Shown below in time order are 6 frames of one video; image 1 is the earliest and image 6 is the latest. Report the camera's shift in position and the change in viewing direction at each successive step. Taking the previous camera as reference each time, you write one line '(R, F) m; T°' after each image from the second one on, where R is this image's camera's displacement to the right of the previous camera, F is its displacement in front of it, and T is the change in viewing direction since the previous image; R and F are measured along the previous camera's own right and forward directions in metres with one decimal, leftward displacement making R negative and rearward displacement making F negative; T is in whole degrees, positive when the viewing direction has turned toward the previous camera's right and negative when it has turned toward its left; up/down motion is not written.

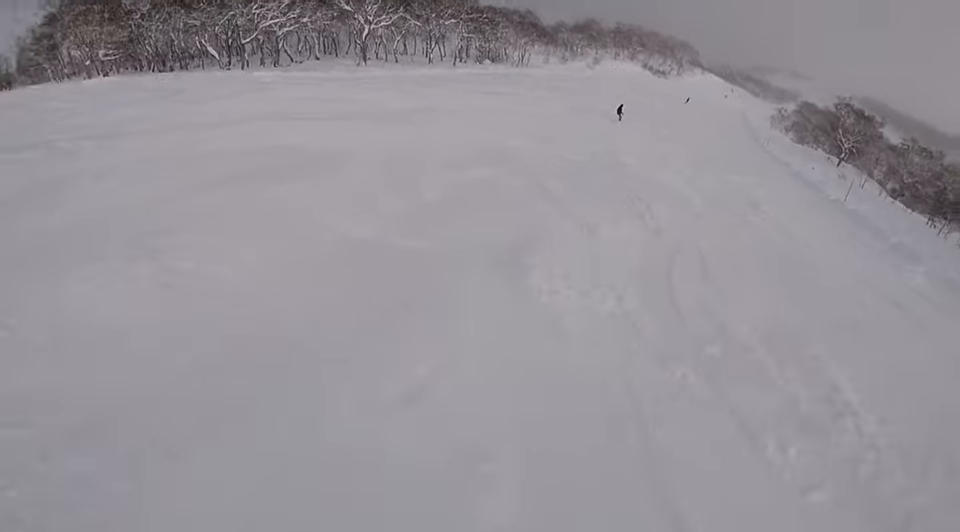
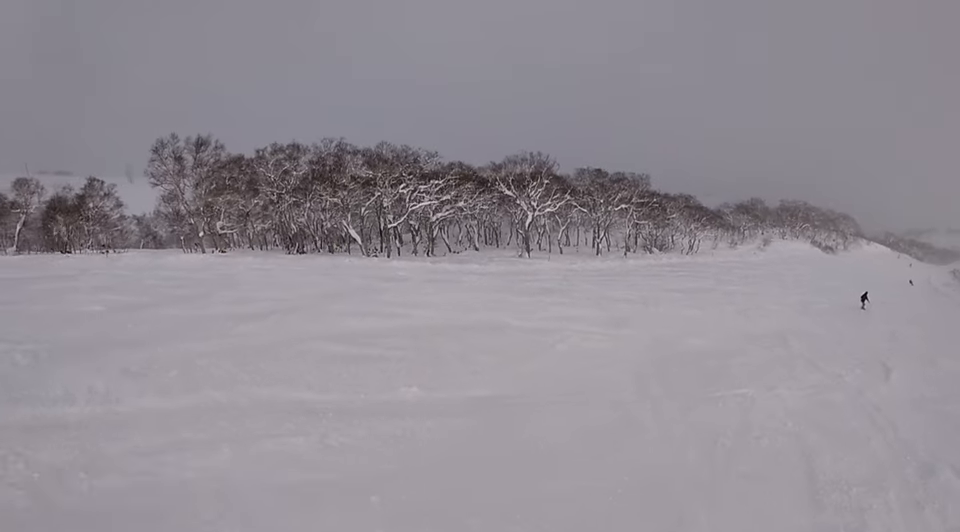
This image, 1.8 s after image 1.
(-4.9, +11.7) m; -22°
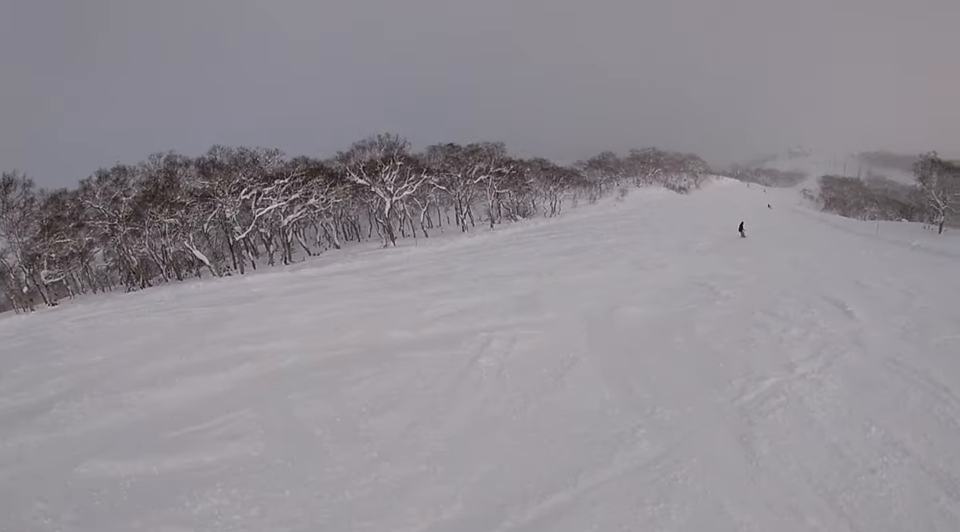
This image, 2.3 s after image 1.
(-0.4, +3.2) m; +6°
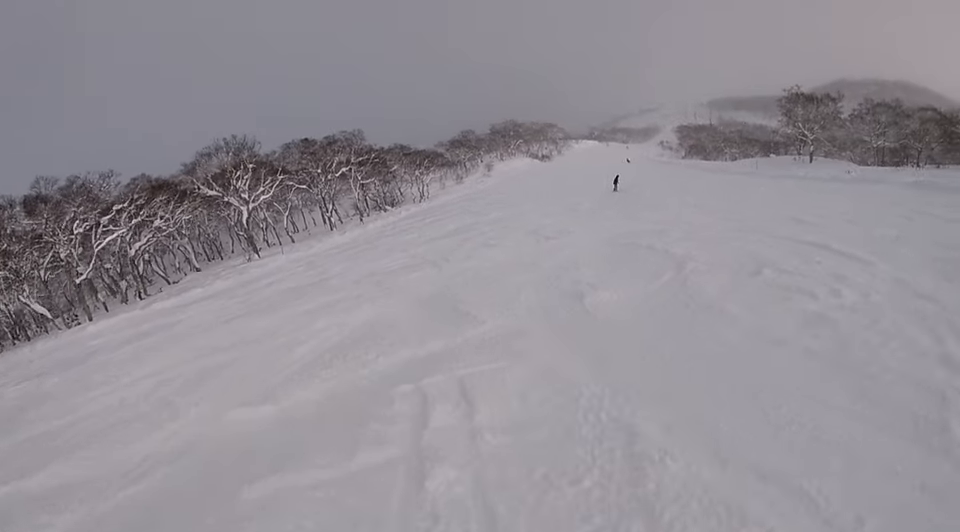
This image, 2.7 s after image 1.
(+0.5, +3.5) m; +15°
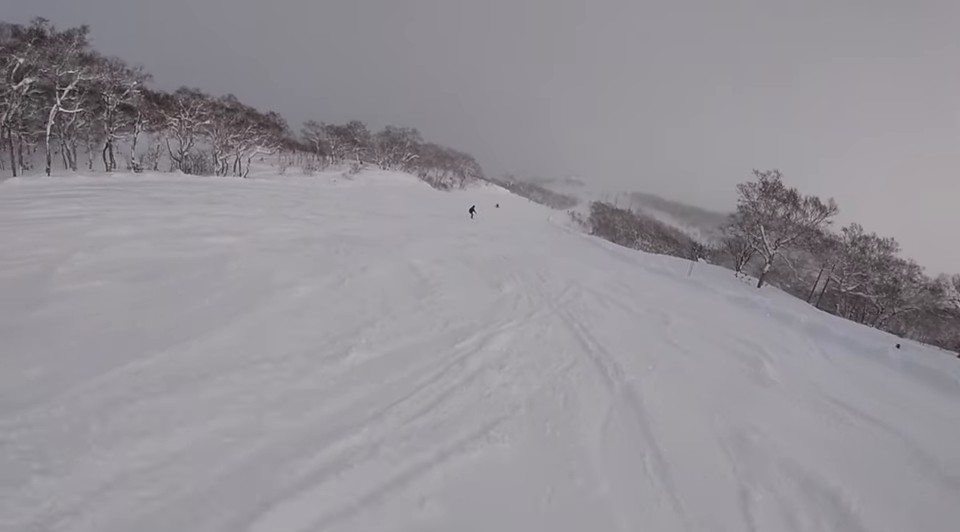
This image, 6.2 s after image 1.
(+15.0, +22.4) m; +19°
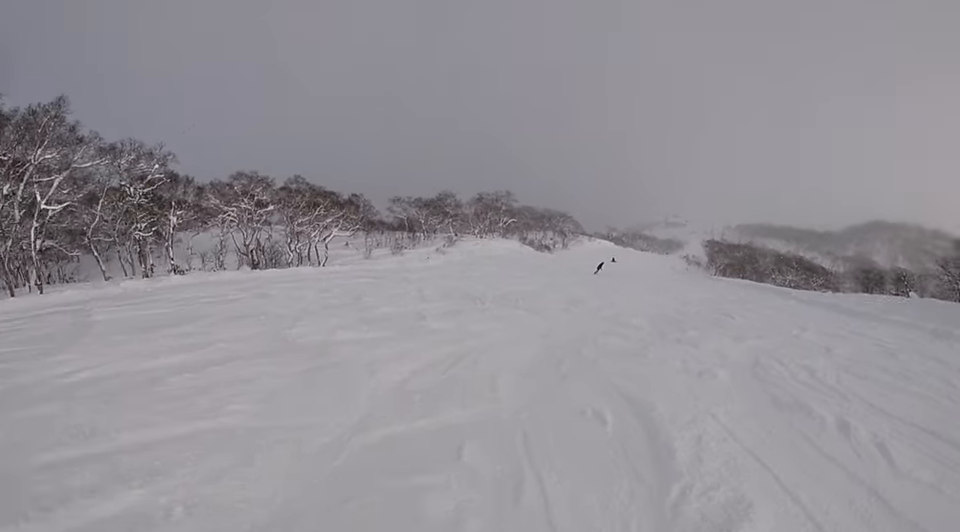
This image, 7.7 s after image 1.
(-3.5, +13.8) m; -17°
